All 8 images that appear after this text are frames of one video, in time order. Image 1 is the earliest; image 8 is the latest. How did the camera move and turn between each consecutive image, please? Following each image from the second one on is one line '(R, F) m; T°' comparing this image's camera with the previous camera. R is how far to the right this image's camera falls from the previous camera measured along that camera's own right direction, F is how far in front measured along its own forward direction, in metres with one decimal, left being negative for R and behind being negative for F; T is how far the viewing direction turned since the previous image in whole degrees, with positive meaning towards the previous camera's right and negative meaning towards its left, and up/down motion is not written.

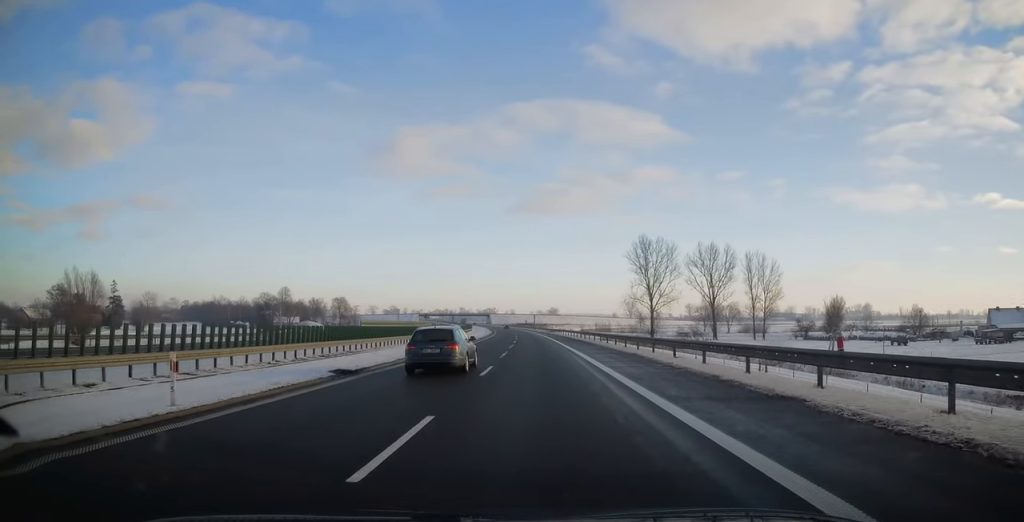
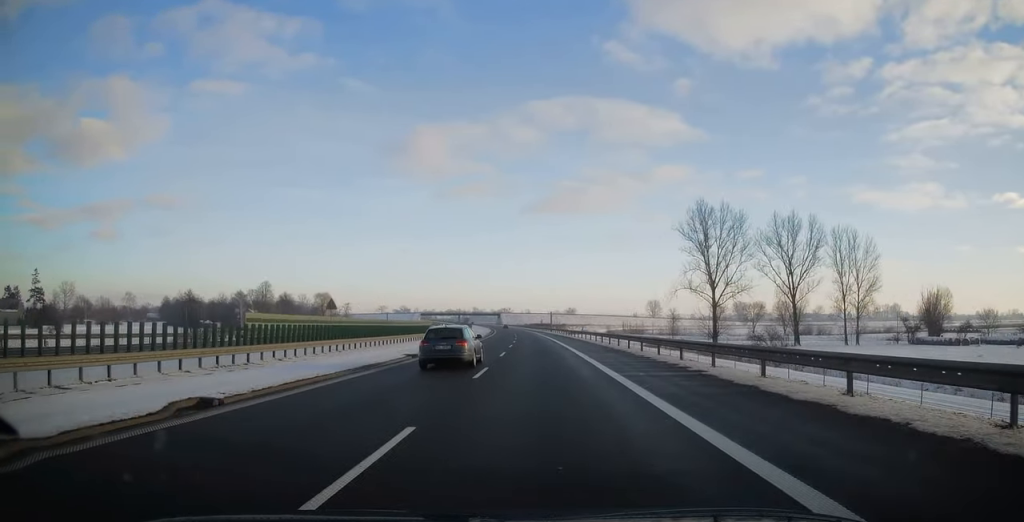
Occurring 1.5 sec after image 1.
(-0.6, +49.1) m; -1°
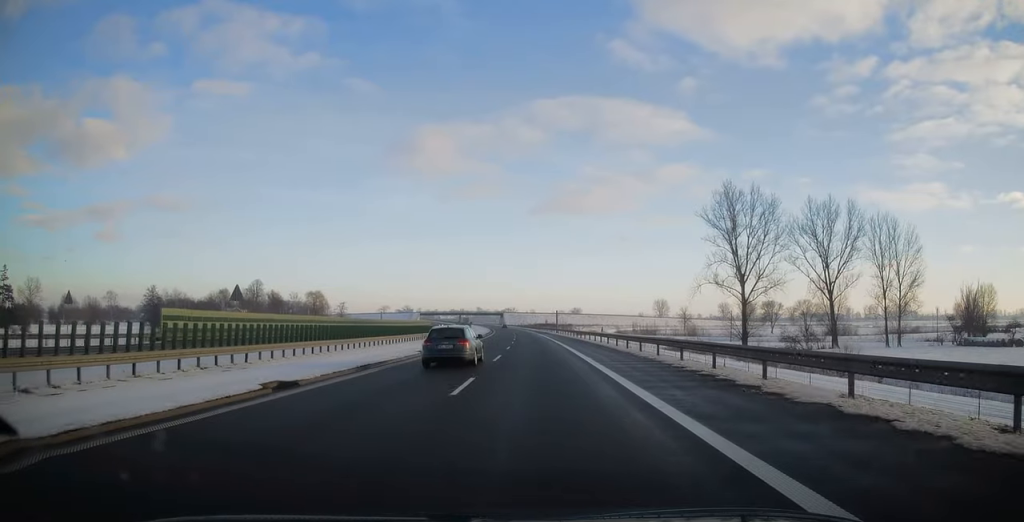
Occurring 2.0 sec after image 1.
(+0.1, +16.0) m; -1°
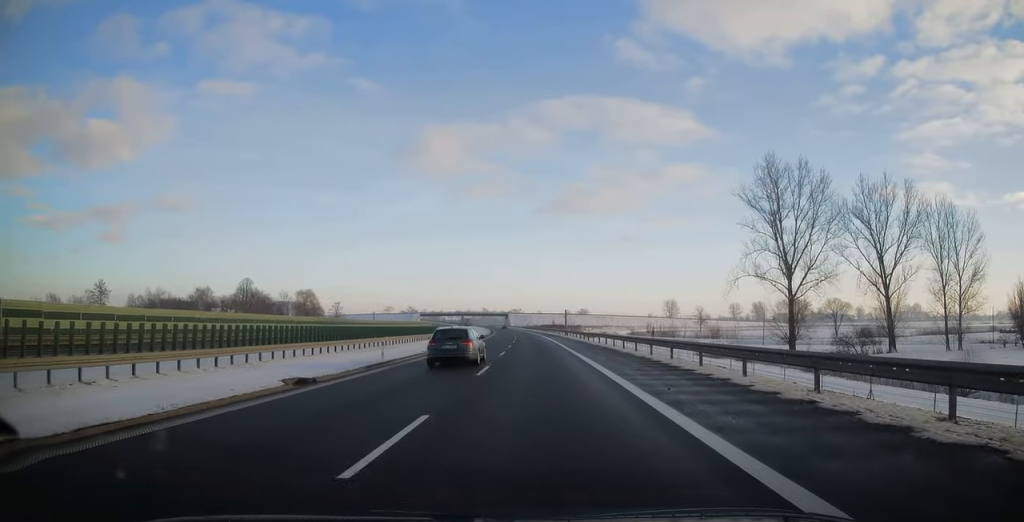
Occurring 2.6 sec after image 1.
(-0.4, +18.7) m; -1°
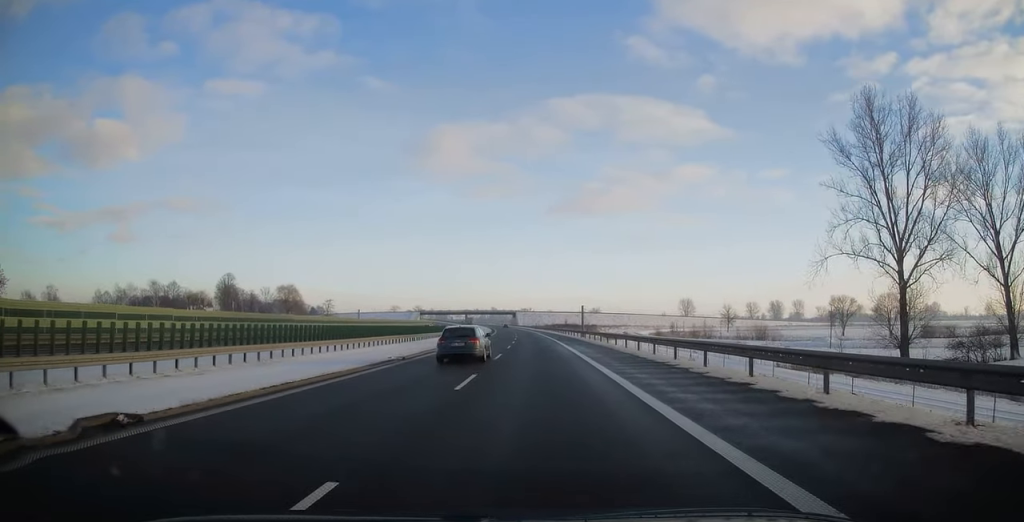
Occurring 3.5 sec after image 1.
(-0.1, +28.2) m; -1°
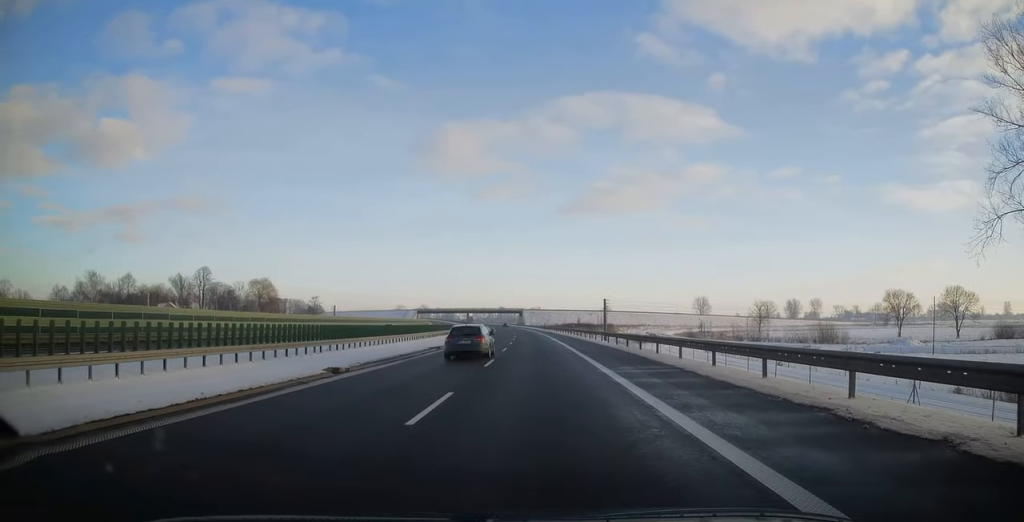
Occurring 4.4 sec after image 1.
(-0.2, +28.6) m; -1°
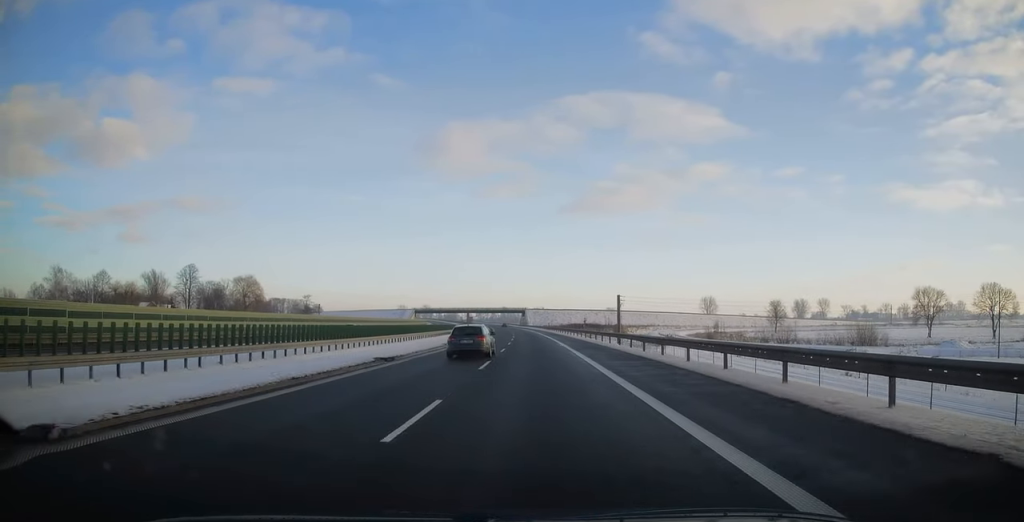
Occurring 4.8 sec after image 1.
(-0.2, +13.2) m; -1°
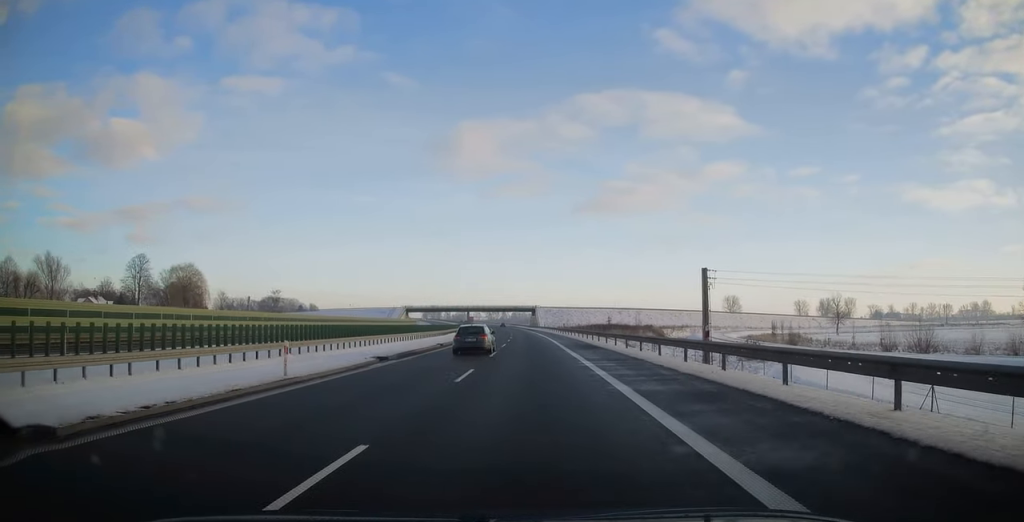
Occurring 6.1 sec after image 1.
(-0.4, +40.4) m; -1°
